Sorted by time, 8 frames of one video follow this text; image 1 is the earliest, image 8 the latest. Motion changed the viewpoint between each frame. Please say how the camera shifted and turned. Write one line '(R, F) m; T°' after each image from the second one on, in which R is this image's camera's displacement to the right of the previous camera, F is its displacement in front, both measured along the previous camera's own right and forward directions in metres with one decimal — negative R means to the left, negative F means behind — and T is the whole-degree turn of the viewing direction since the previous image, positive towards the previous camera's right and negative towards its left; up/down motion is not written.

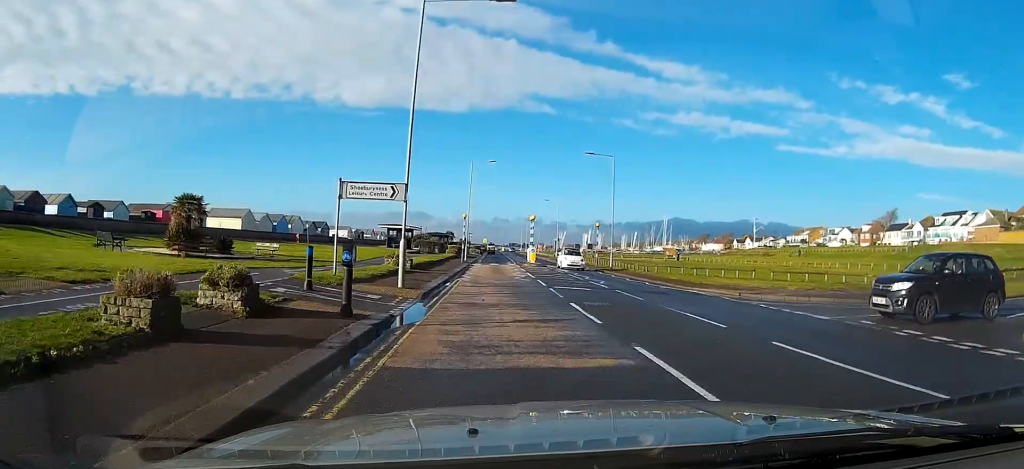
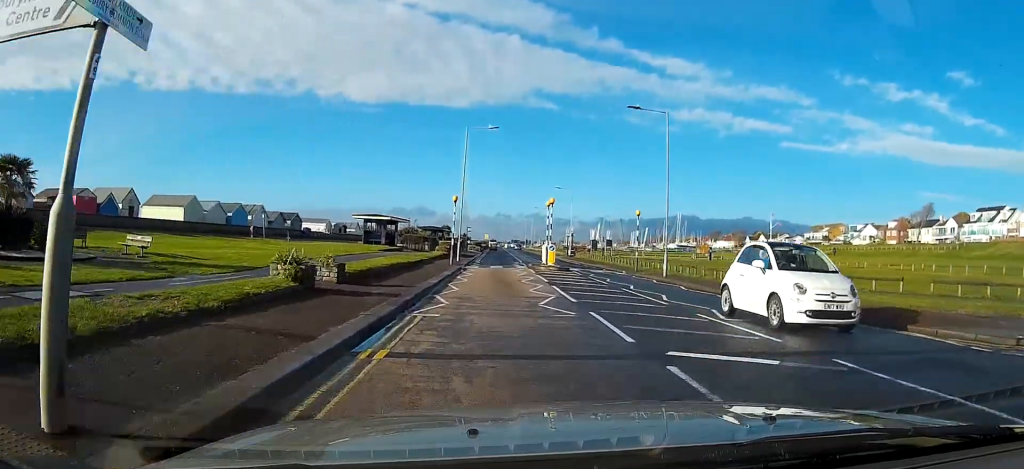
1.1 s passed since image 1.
(+0.2, +13.5) m; +2°
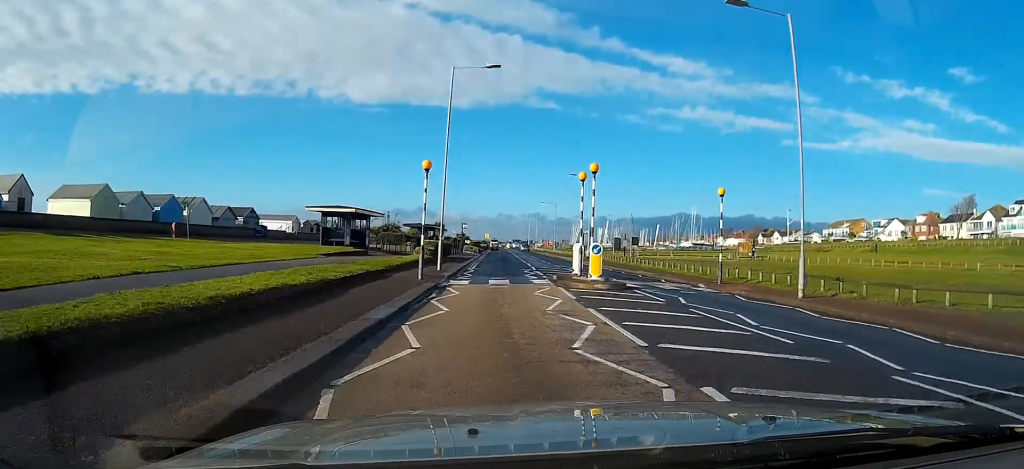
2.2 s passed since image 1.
(+0.1, +13.9) m; 0°
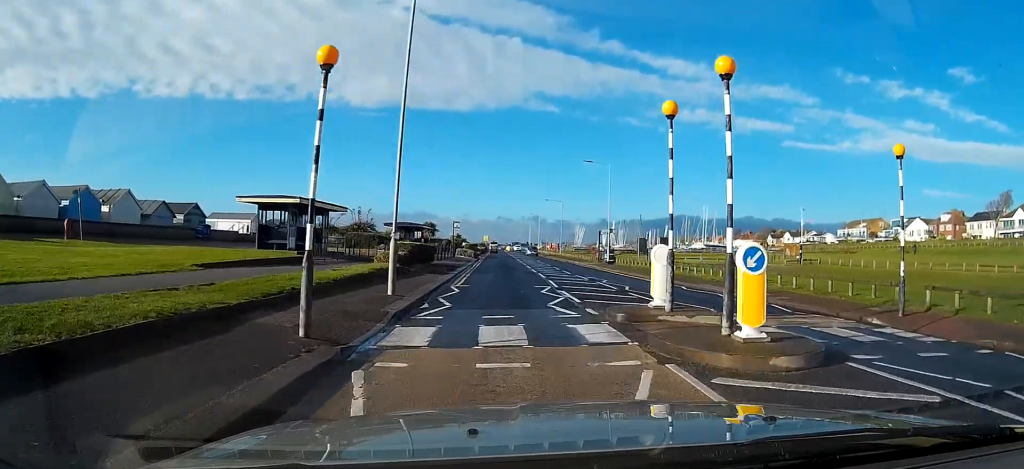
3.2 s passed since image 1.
(-0.1, +11.5) m; 0°
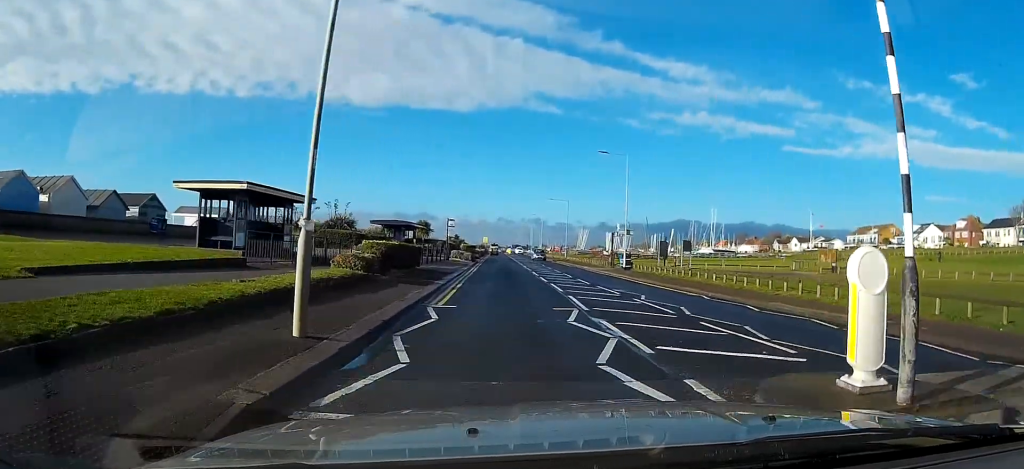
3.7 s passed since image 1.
(0.0, +6.6) m; -1°
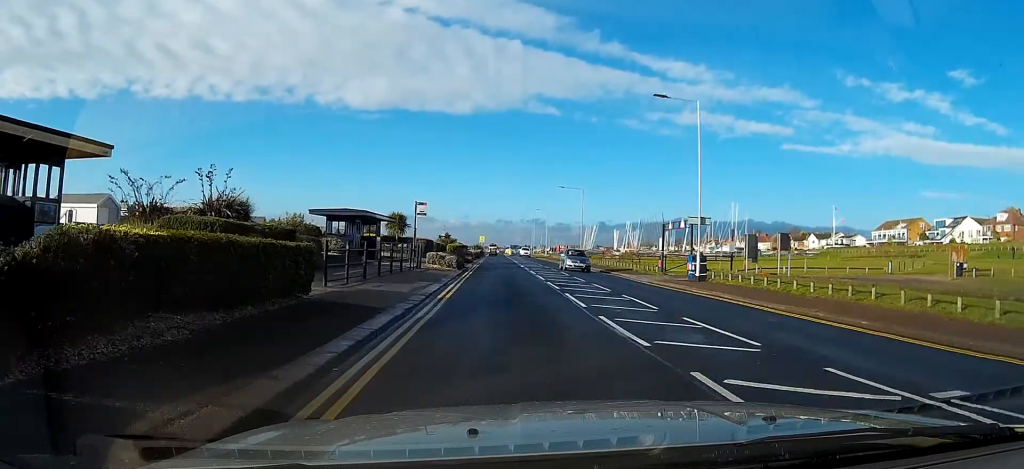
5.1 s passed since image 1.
(-0.5, +16.7) m; -1°
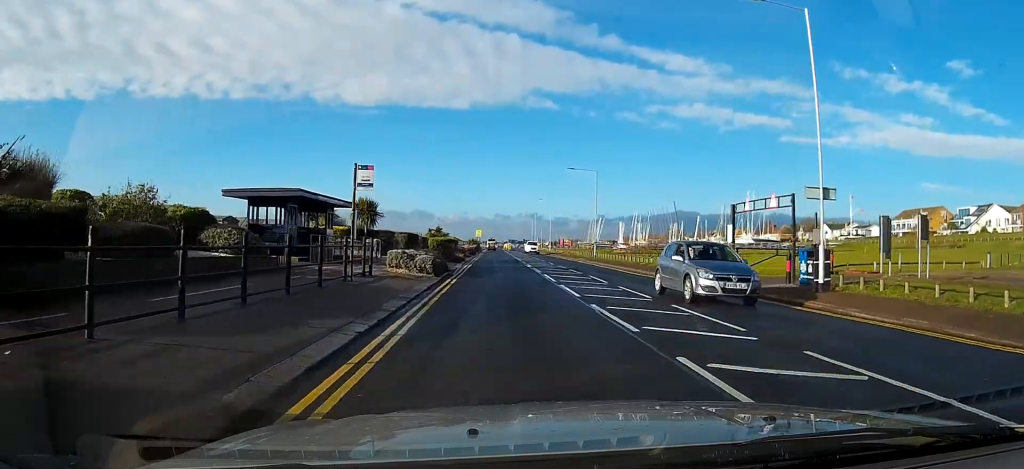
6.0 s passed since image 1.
(+0.4, +11.5) m; +2°
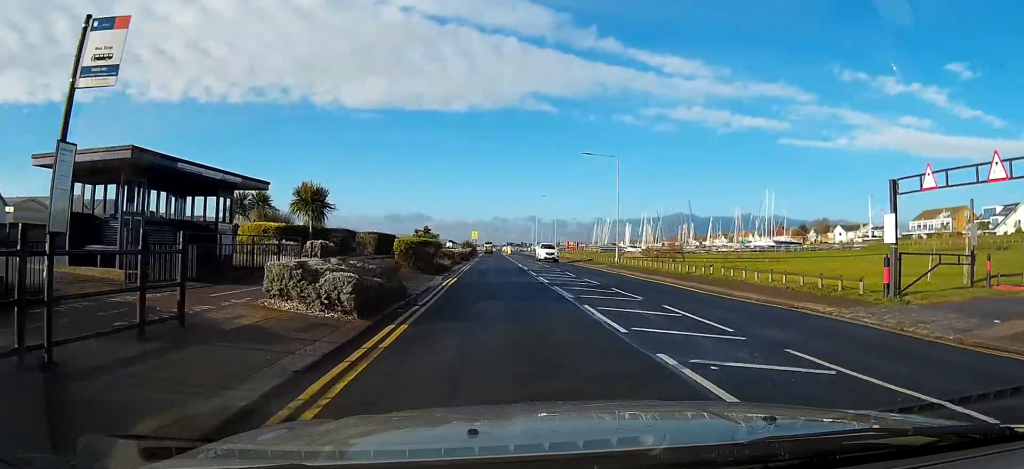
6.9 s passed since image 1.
(0.0, +11.5) m; 0°
